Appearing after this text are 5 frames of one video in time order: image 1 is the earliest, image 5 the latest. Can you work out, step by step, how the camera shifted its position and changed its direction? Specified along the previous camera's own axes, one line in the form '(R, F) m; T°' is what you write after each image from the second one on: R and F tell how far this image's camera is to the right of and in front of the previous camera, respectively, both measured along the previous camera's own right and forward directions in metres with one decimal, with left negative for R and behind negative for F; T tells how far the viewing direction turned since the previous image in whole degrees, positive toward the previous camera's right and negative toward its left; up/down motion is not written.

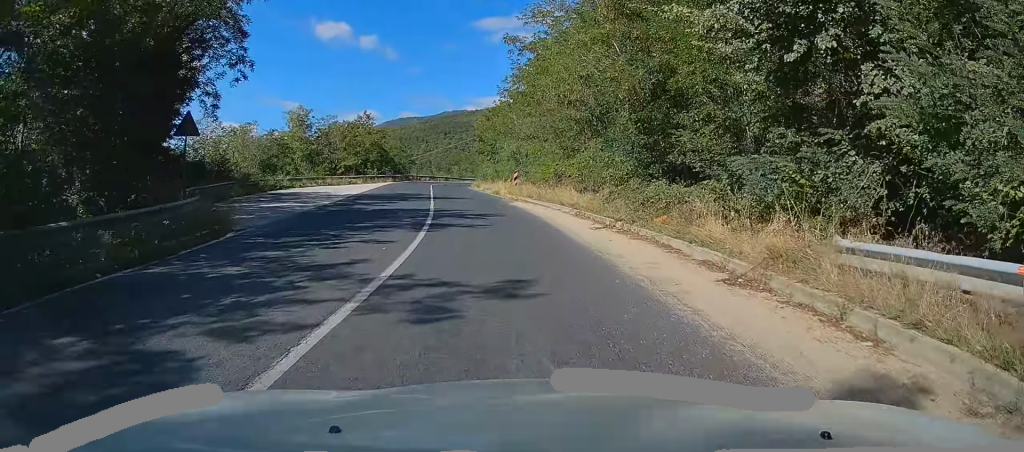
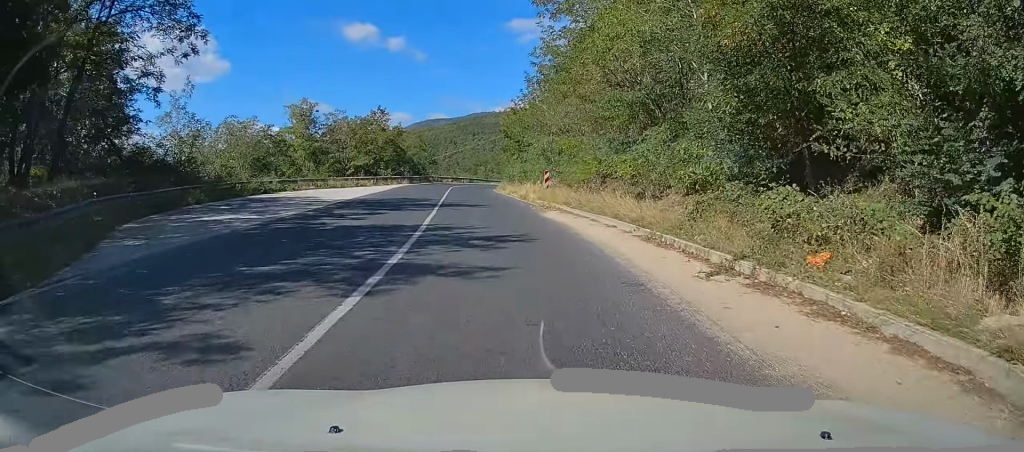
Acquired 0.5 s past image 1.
(0.0, +7.8) m; -1°
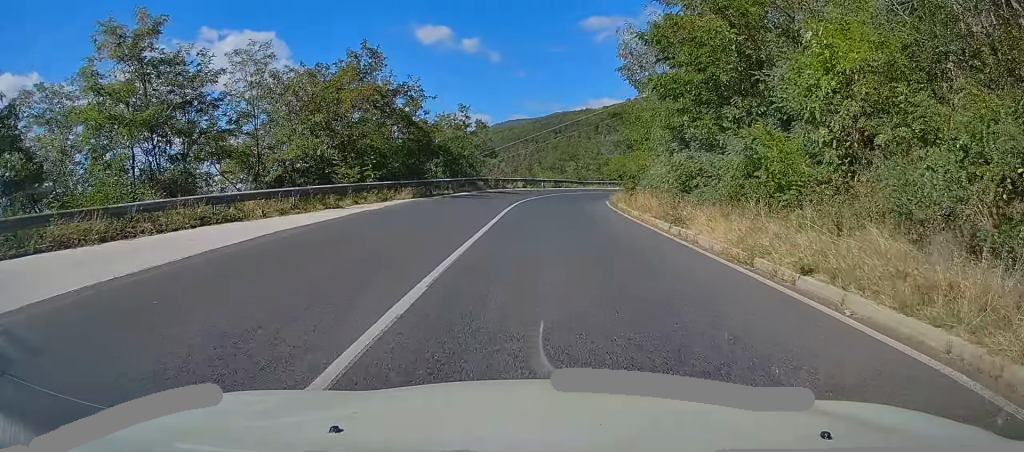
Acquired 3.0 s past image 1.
(-3.3, +37.6) m; -7°
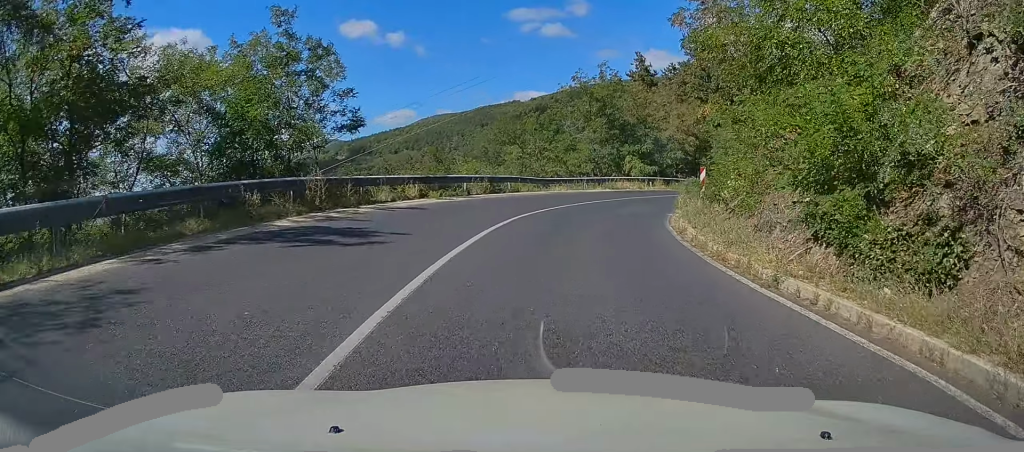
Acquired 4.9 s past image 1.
(+2.0, +29.5) m; +12°
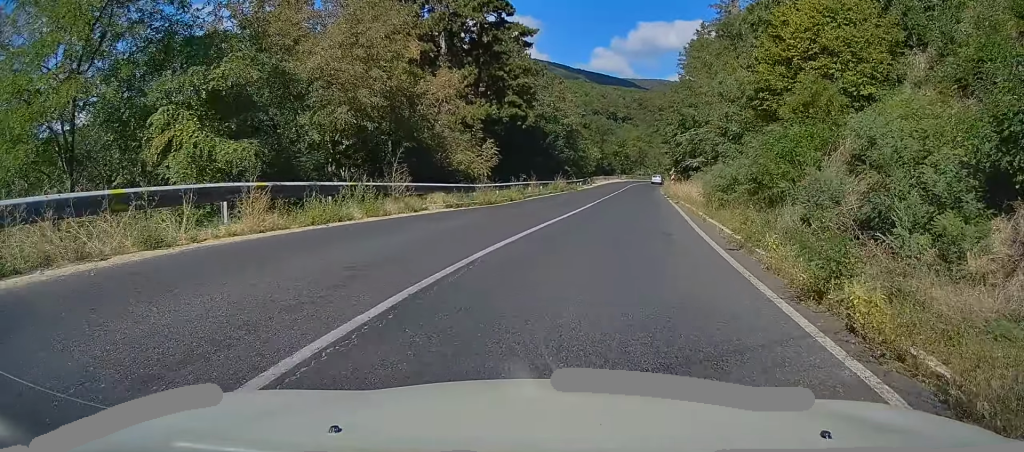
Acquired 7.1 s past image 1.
(+6.5, +32.1) m; +24°
